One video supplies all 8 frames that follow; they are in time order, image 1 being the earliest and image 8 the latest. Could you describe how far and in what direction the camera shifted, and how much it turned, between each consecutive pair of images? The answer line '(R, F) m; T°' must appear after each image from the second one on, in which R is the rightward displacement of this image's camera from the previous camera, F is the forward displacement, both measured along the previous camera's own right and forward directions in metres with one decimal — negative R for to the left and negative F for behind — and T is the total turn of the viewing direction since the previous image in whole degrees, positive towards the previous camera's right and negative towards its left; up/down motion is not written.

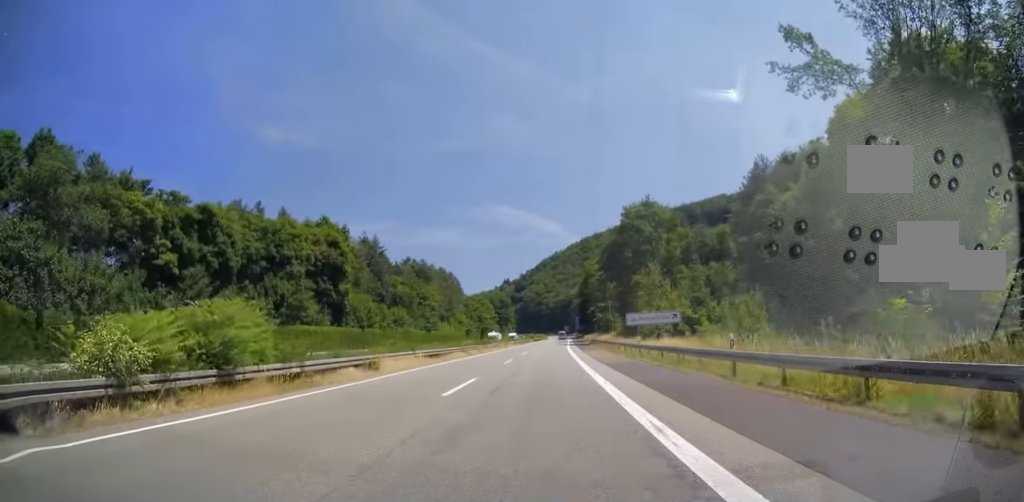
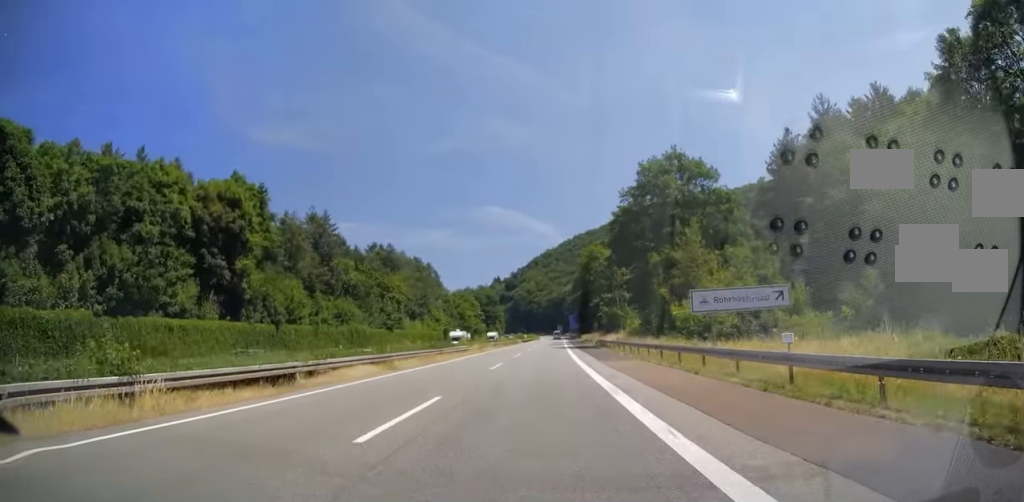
(0.0, +24.5) m; +1°
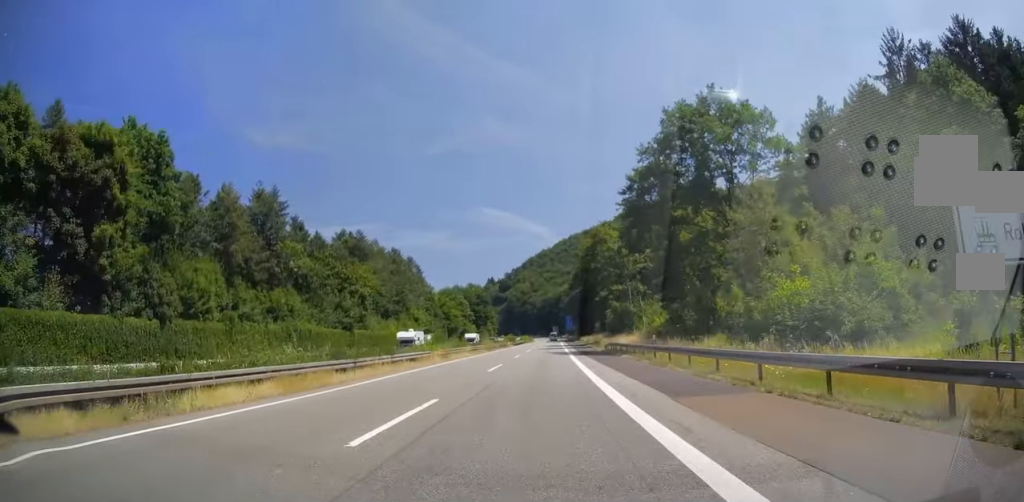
(+0.2, +18.1) m; +1°
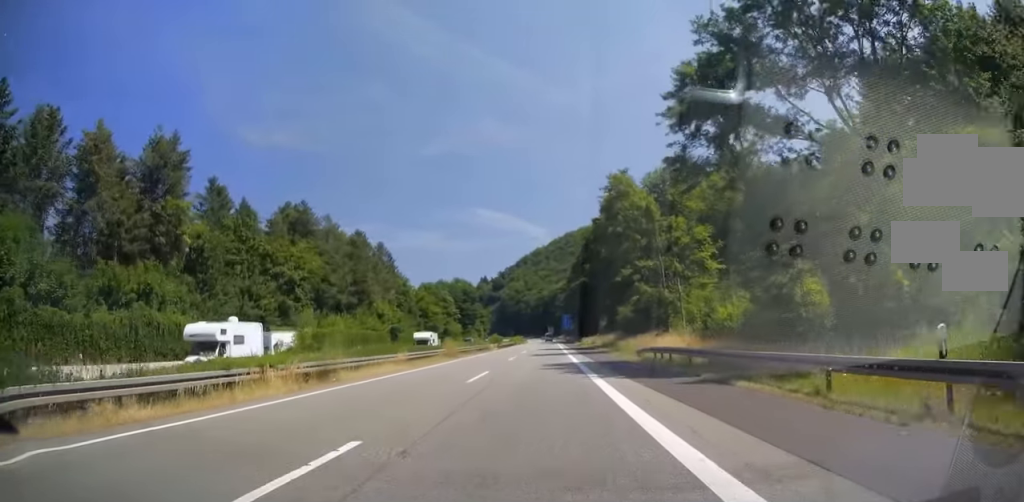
(+0.2, +24.0) m; +1°
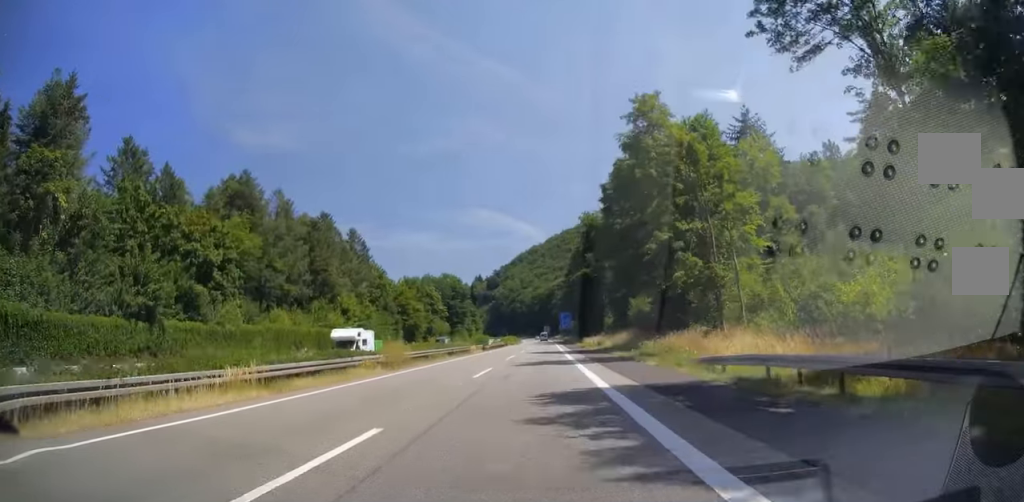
(0.0, +16.6) m; 0°
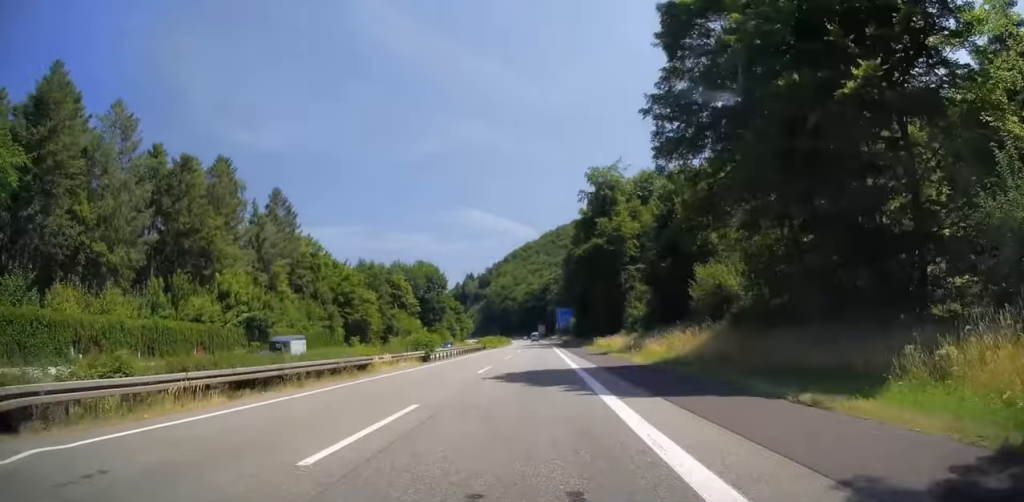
(-0.1, +32.7) m; +1°
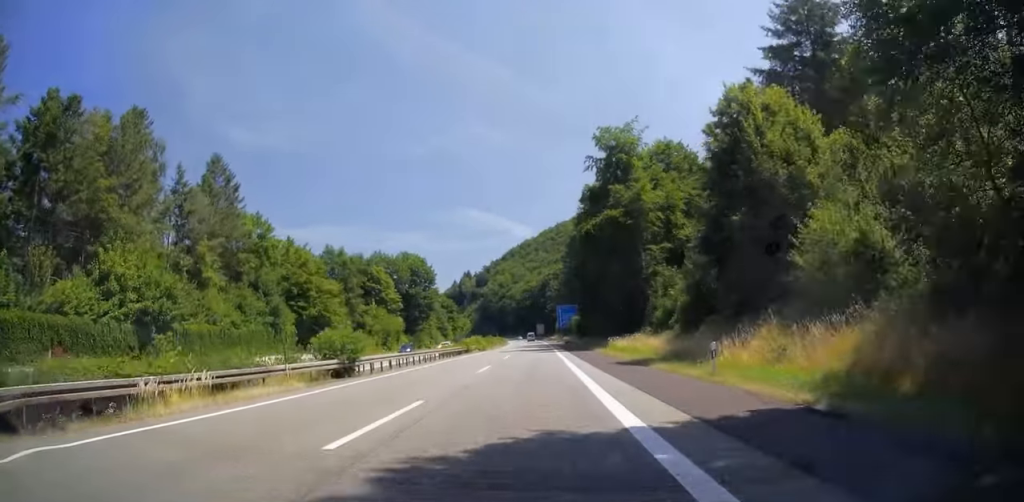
(+0.2, +17.1) m; 0°
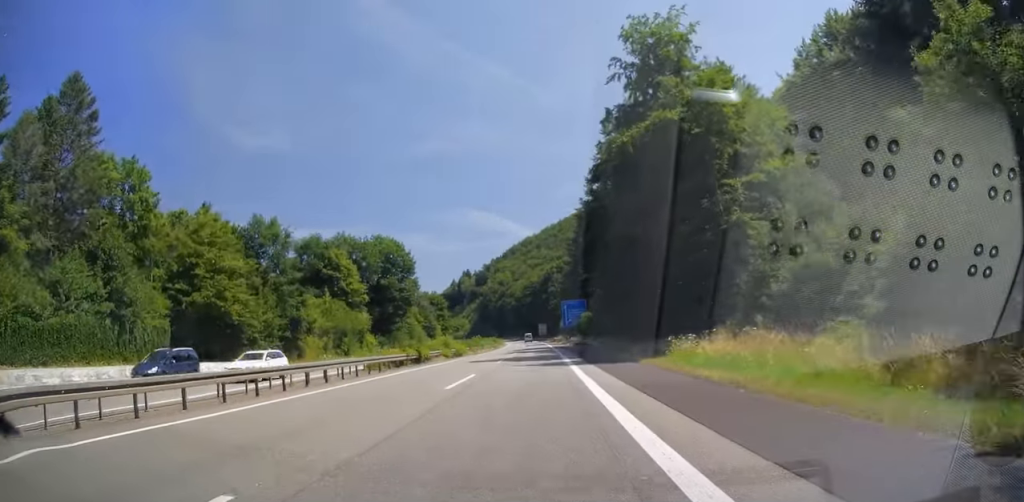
(0.0, +26.4) m; 0°
